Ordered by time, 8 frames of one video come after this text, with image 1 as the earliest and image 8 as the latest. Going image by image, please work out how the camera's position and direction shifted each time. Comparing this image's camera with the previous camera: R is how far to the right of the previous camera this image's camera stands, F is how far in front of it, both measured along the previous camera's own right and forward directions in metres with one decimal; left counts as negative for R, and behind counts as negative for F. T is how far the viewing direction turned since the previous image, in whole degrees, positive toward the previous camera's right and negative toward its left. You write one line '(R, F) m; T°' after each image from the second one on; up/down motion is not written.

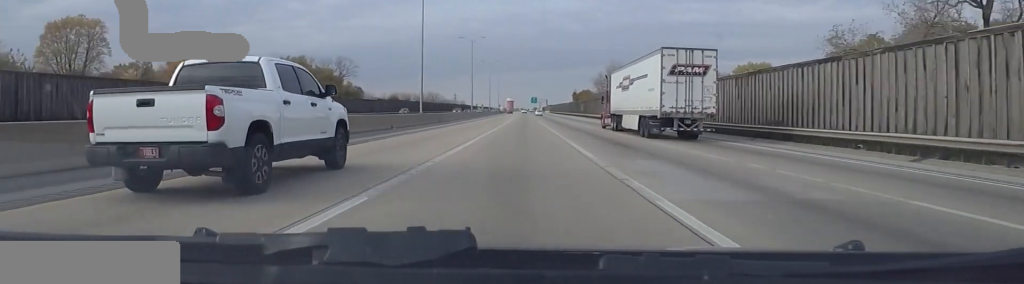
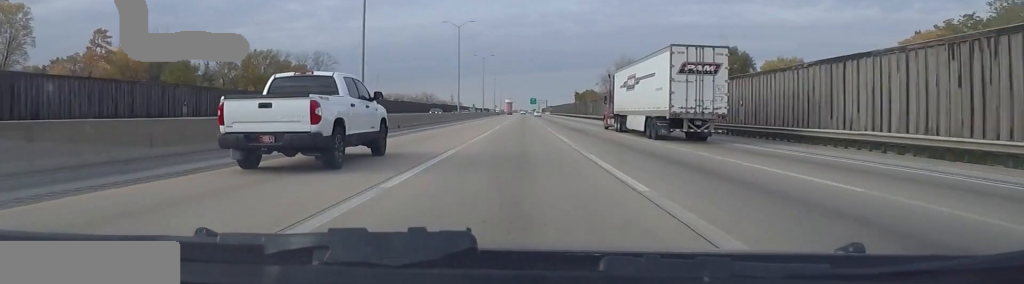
(-0.4, +23.4) m; +1°
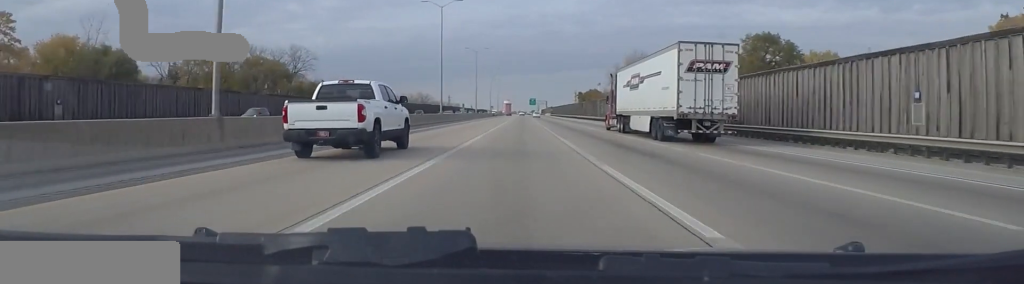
(+0.7, +21.0) m; 0°
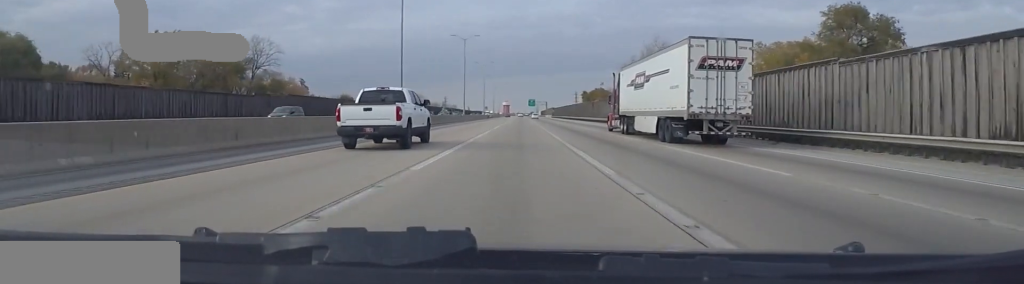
(+0.1, +27.5) m; -1°
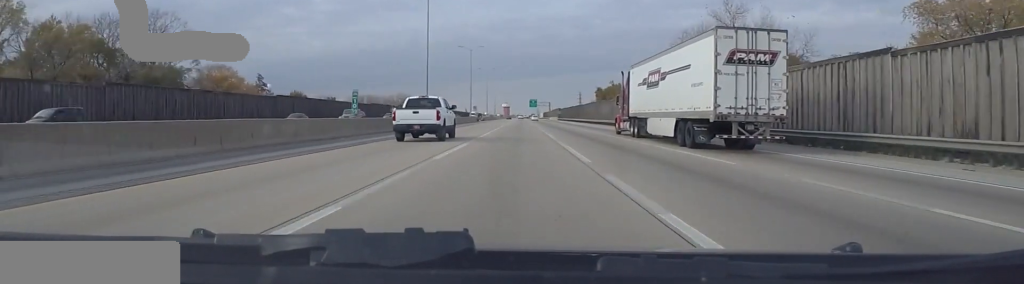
(-0.9, +45.0) m; -1°
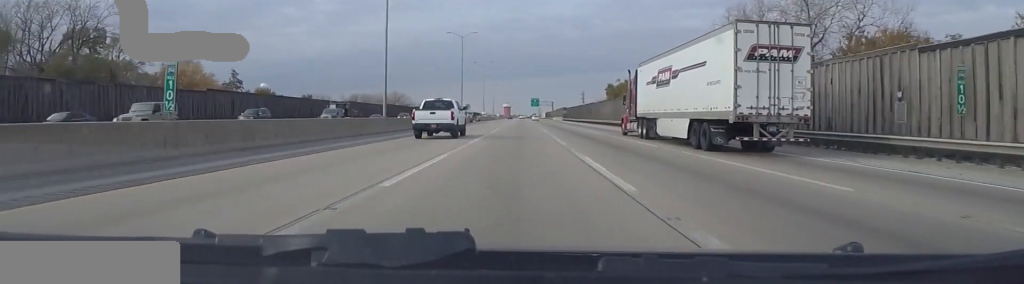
(+0.1, +19.9) m; 0°
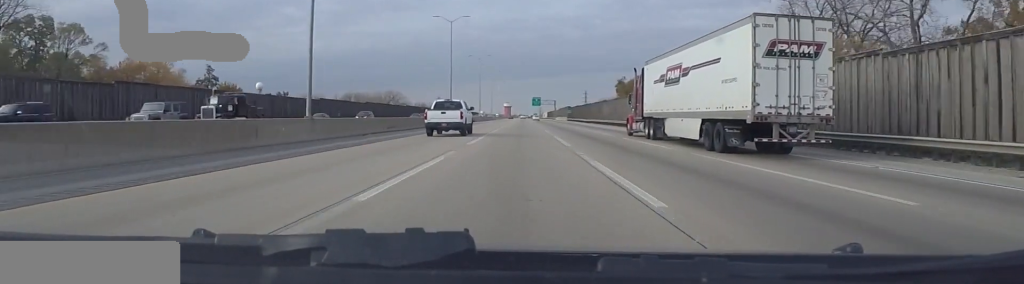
(+0.1, +15.6) m; 0°
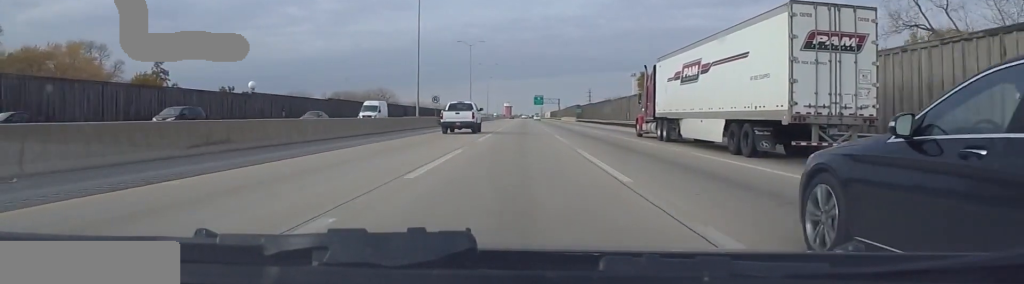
(-0.3, +25.7) m; +1°
